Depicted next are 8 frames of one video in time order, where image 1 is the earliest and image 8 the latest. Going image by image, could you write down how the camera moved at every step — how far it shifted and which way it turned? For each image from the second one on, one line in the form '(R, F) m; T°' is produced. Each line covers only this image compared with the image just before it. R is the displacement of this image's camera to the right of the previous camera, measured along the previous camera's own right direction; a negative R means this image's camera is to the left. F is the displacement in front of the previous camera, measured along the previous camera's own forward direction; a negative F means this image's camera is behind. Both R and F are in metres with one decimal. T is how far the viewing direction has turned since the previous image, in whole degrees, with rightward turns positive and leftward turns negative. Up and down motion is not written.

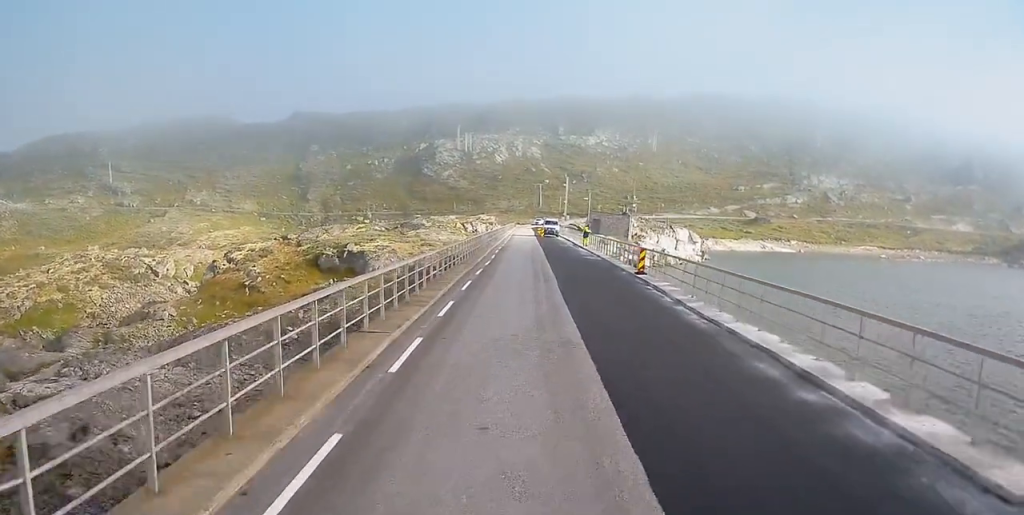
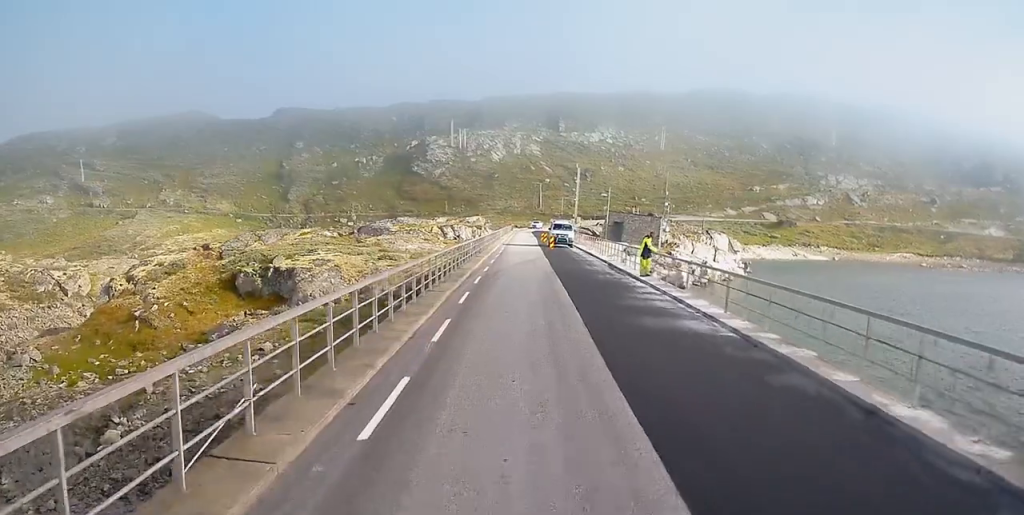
(-0.7, +27.2) m; -1°
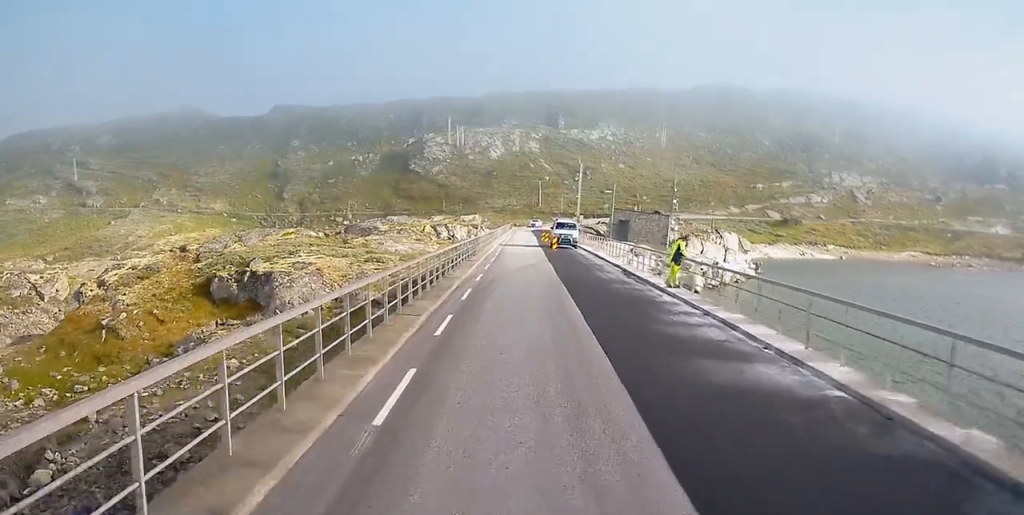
(+0.1, +5.4) m; +1°
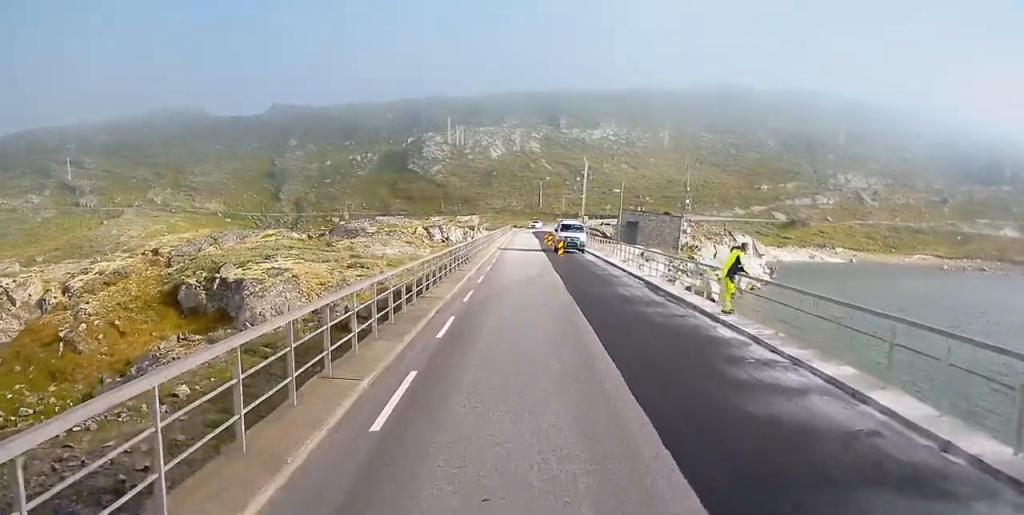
(+0.1, +6.1) m; +1°
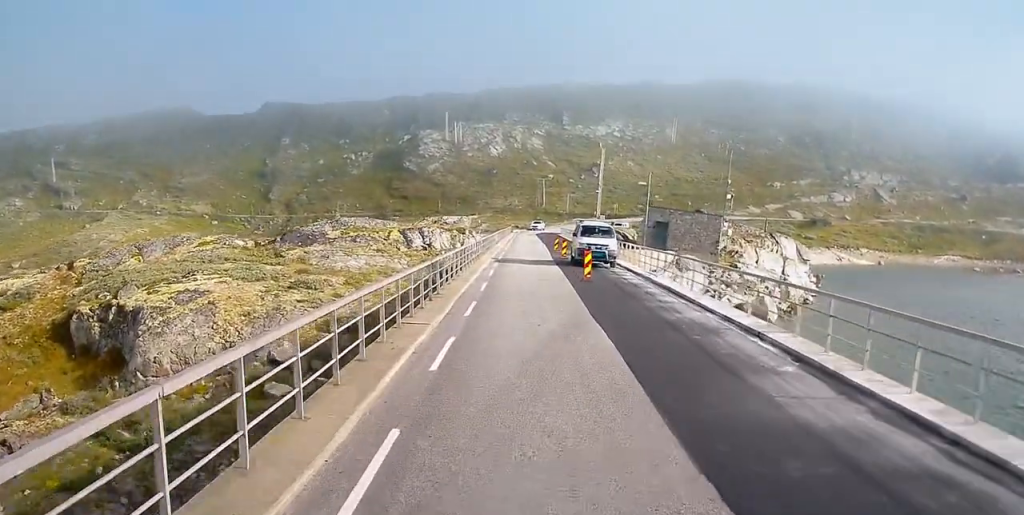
(0.0, +14.7) m; 0°
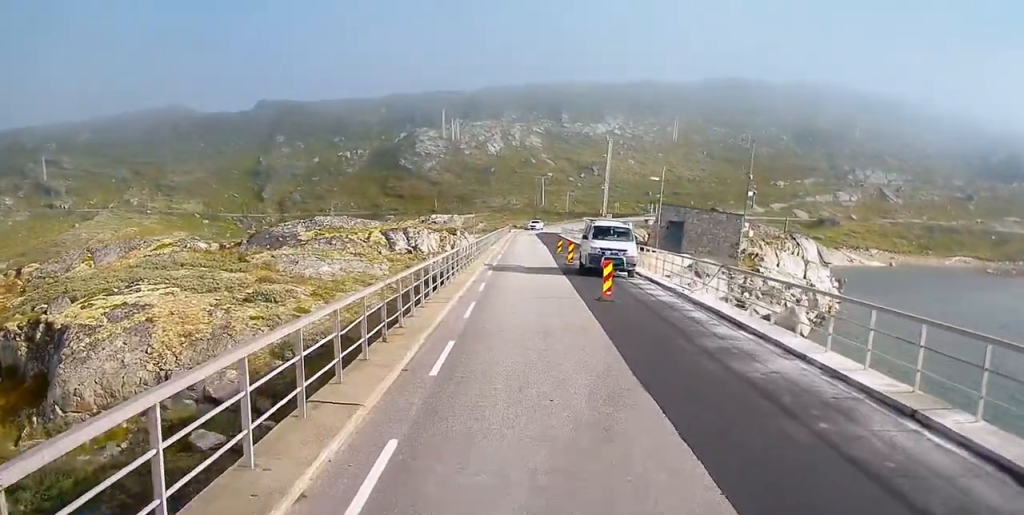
(0.0, +6.4) m; 0°
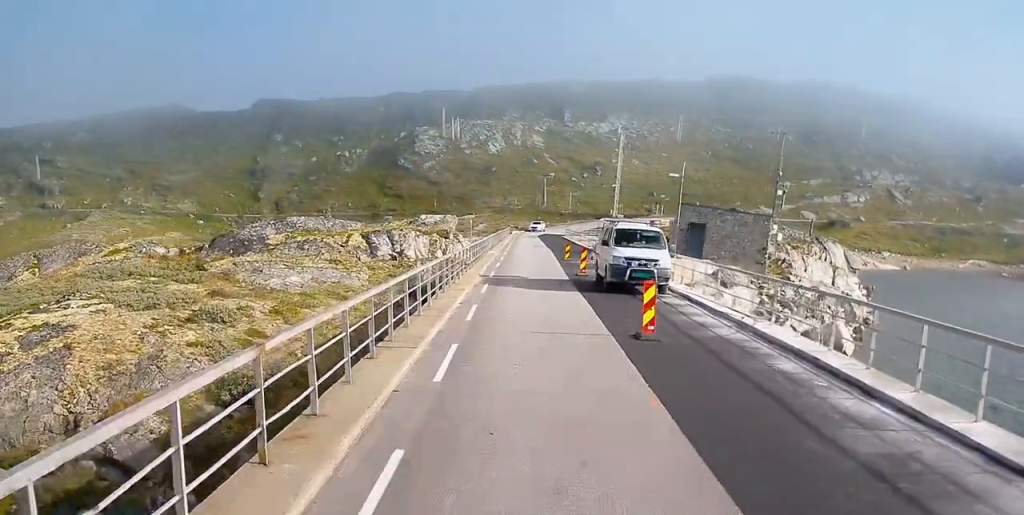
(0.0, +6.3) m; 0°
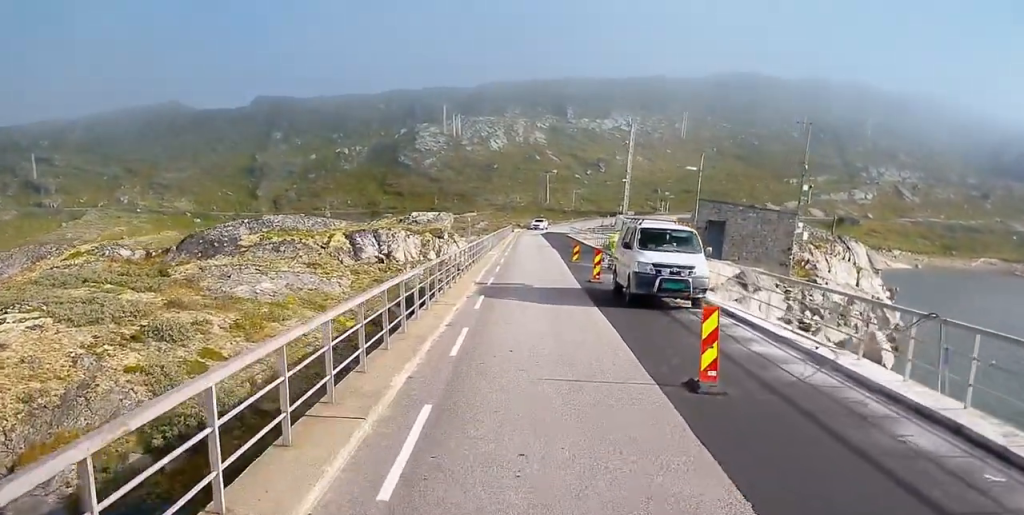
(0.0, +4.4) m; 0°
